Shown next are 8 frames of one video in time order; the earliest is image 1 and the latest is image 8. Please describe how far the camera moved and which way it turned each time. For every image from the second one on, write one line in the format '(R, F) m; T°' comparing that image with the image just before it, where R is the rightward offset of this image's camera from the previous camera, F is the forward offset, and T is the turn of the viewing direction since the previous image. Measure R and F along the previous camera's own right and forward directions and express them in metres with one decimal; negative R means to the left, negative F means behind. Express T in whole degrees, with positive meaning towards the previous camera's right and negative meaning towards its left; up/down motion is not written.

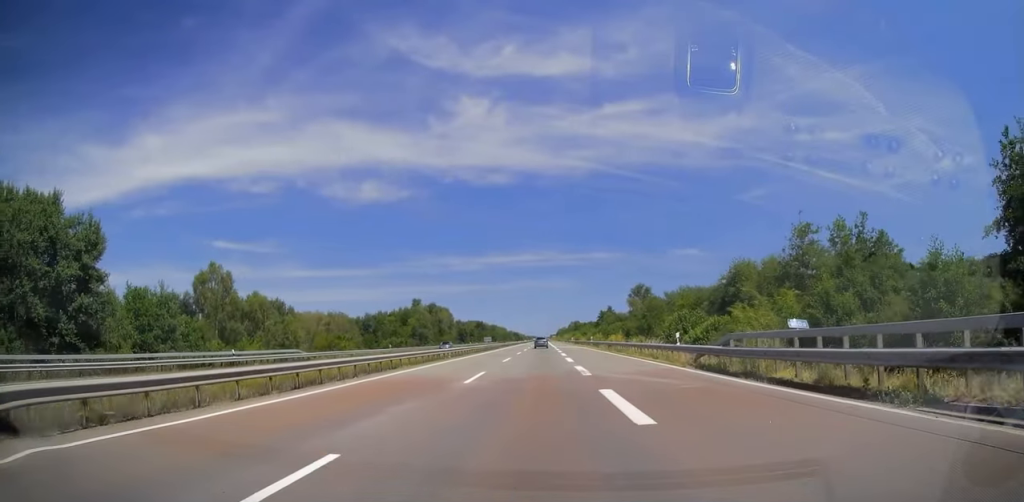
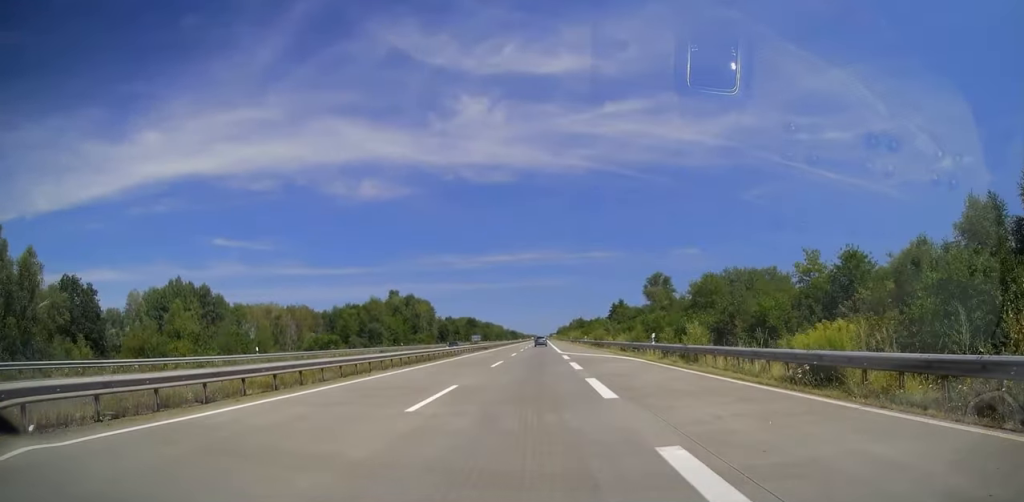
(-0.2, +43.9) m; 0°
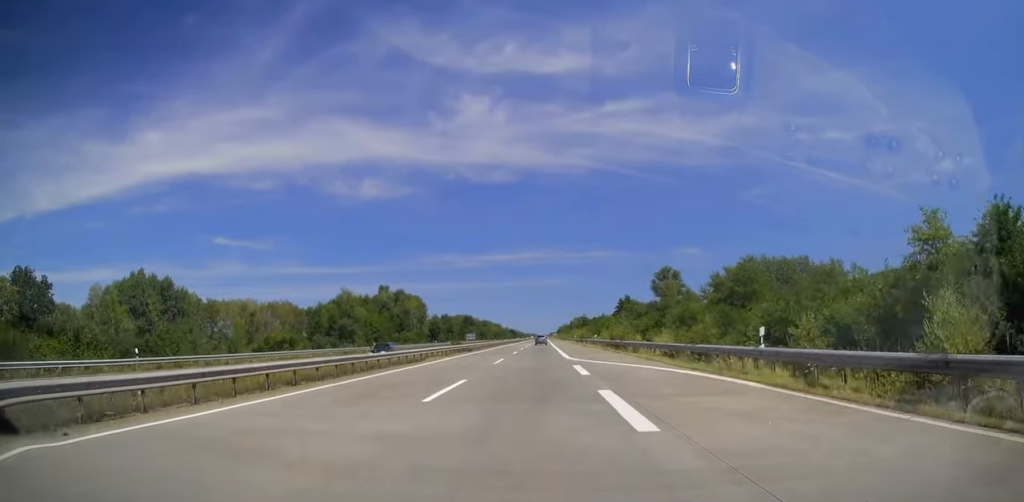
(0.0, +16.5) m; 0°
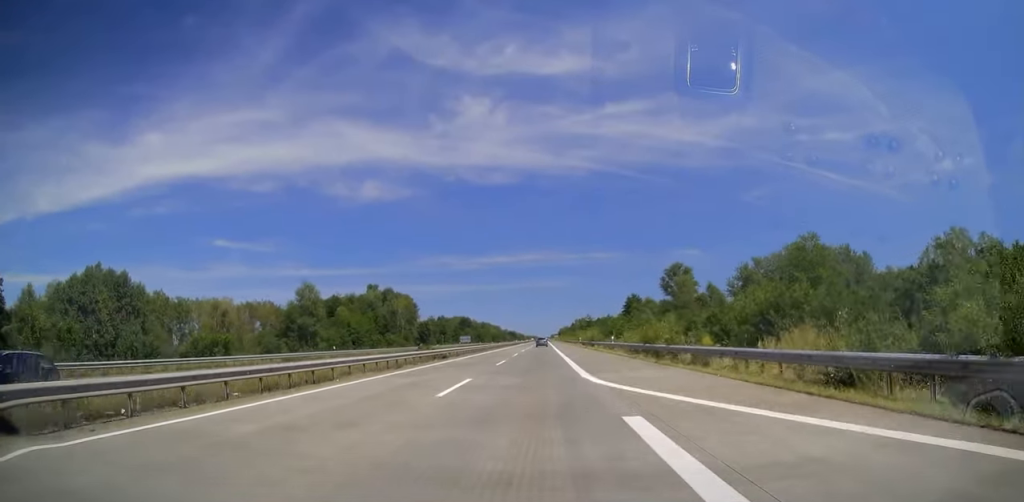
(0.0, +16.5) m; 0°
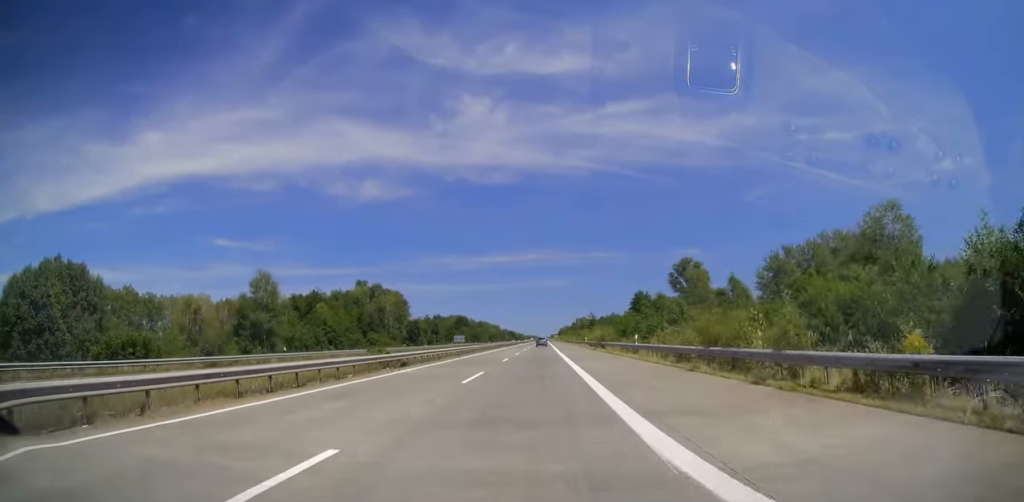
(0.0, +13.4) m; 0°
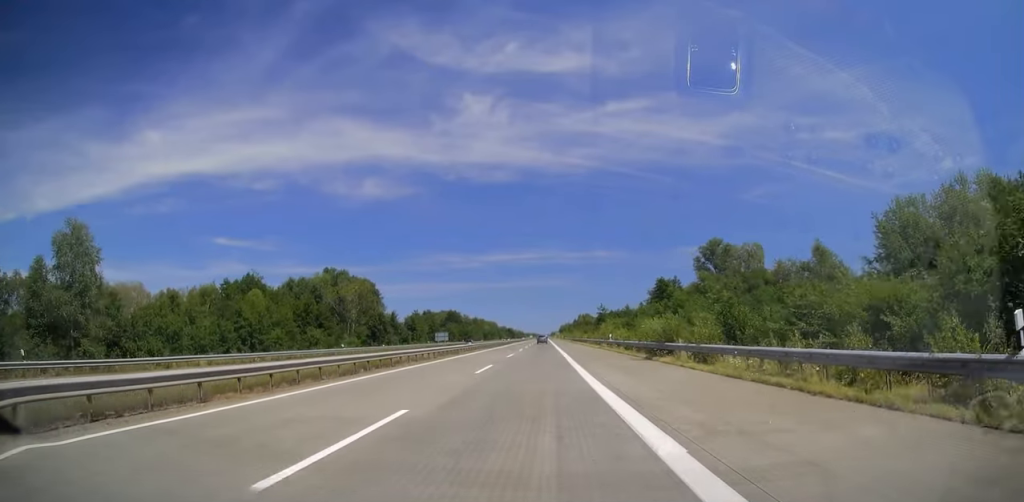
(+0.2, +32.0) m; 0°
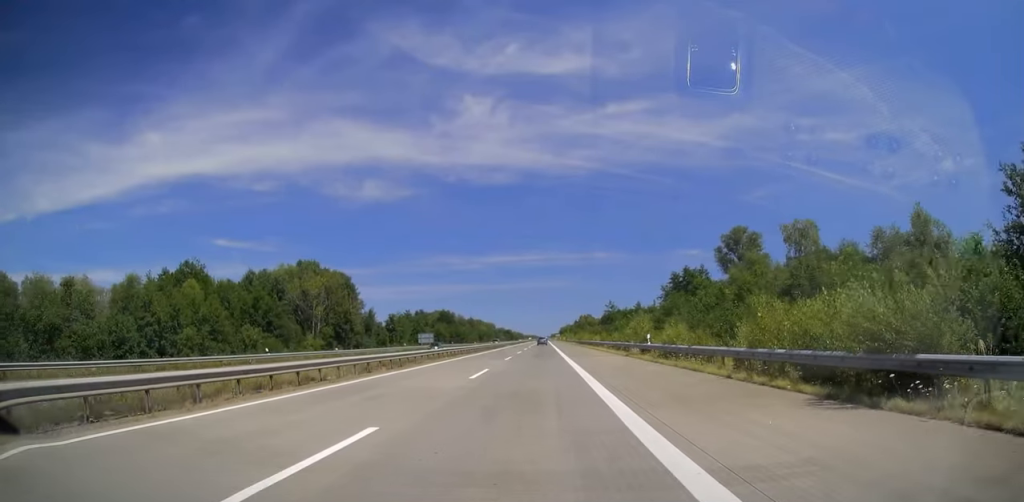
(+0.1, +20.1) m; 0°
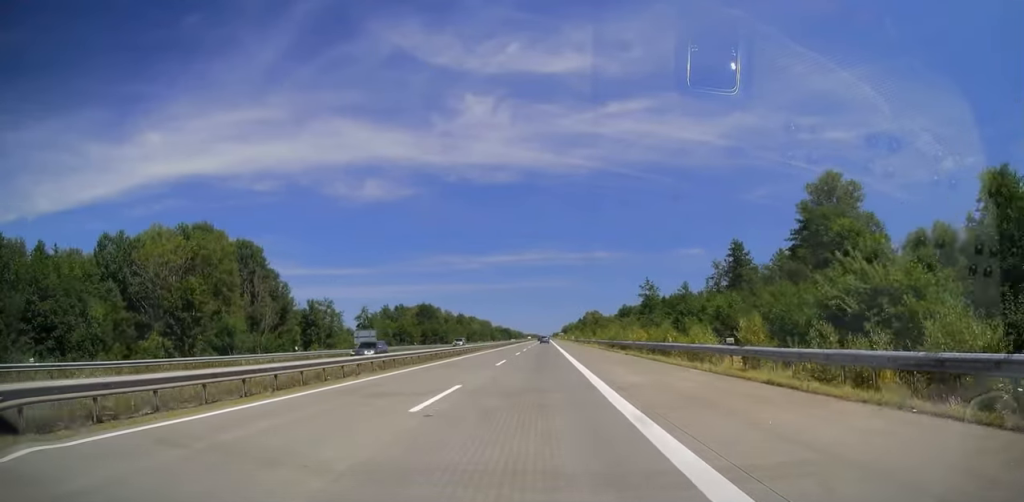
(-0.4, +45.9) m; 0°
